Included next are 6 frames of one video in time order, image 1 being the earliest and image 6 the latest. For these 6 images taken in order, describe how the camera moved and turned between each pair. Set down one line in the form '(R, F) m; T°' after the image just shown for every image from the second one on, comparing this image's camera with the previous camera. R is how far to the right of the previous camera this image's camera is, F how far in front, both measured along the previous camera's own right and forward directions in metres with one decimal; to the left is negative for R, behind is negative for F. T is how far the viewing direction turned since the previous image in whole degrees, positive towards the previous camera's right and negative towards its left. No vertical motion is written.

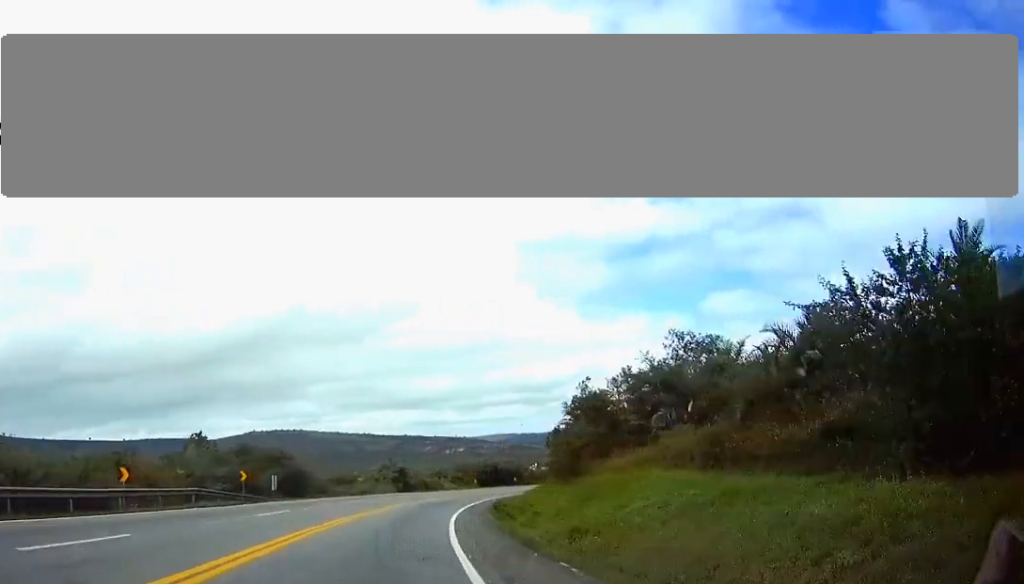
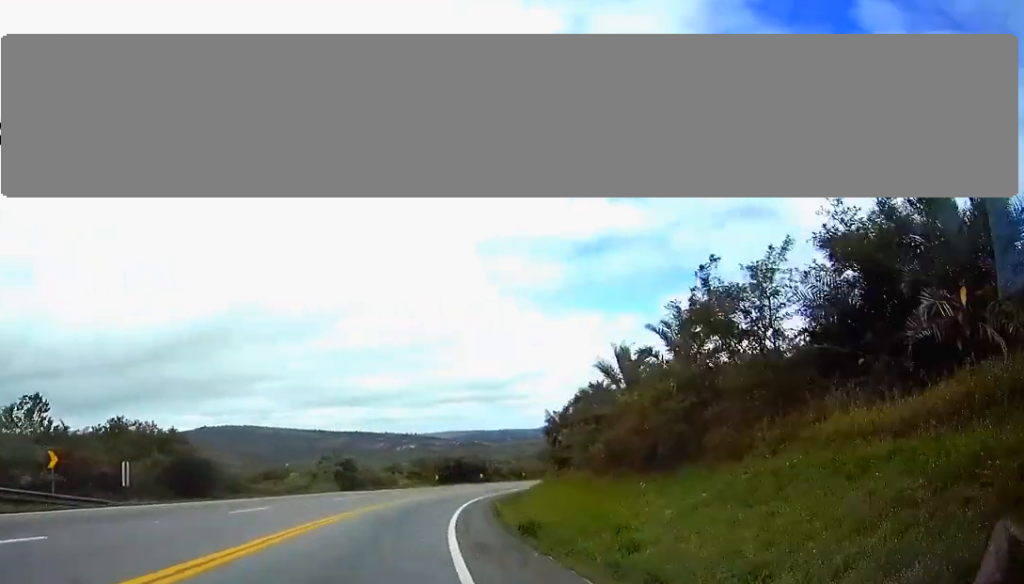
(+0.3, +20.6) m; +3°
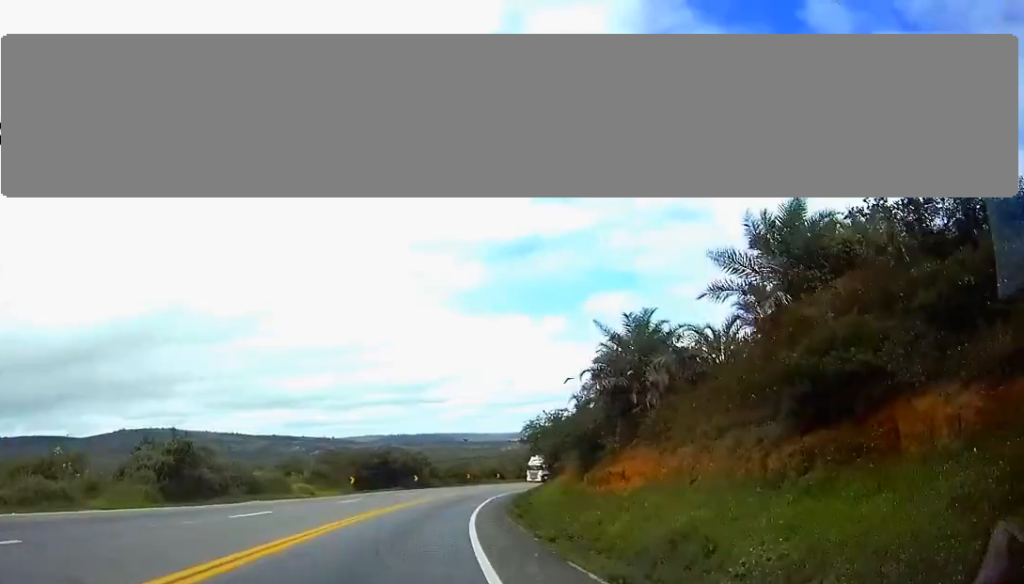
(+2.1, +35.9) m; +6°
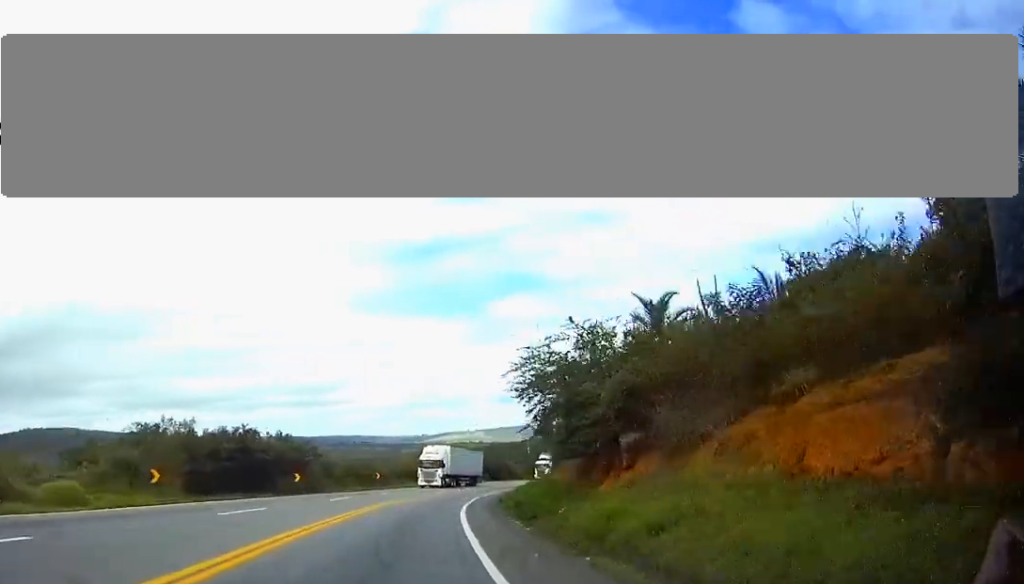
(+1.6, +33.3) m; +6°
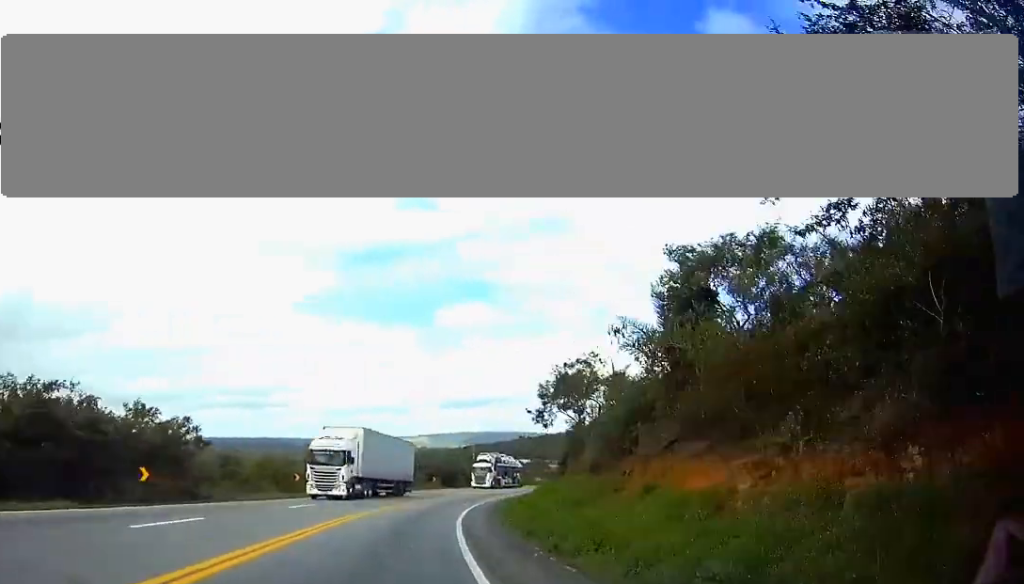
(+0.9, +23.6) m; +5°
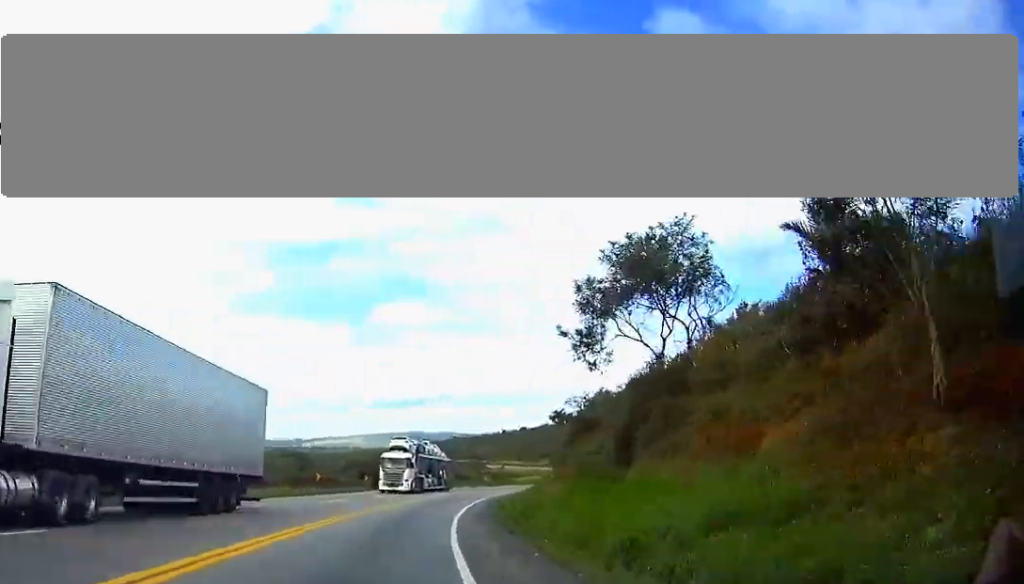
(+1.0, +24.5) m; +5°
